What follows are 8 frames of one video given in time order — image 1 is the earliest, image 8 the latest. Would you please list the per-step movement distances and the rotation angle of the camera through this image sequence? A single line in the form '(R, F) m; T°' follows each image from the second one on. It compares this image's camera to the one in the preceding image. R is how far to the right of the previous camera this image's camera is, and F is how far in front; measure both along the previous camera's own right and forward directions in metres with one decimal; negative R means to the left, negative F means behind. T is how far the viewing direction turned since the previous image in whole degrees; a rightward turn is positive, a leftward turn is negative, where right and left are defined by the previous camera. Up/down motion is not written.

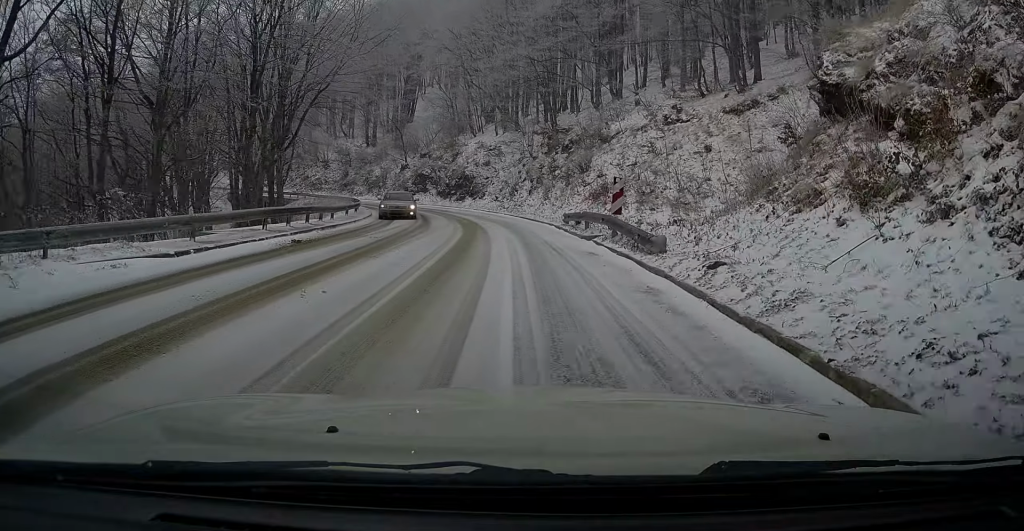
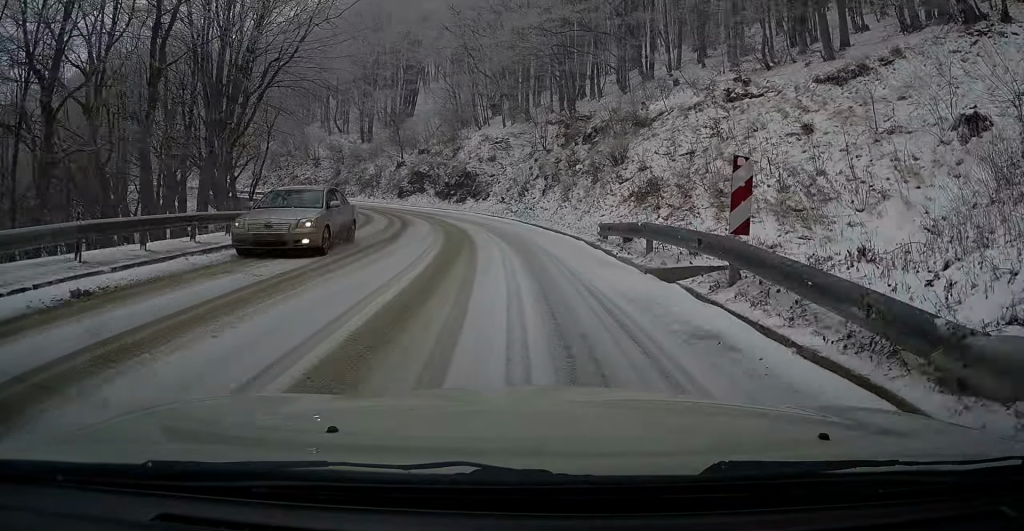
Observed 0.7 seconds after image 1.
(0.0, +7.9) m; 0°
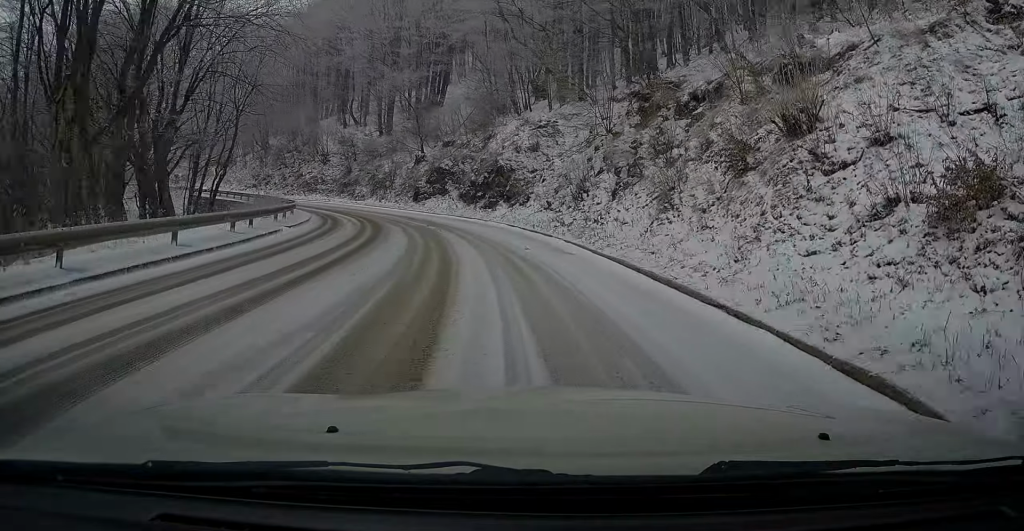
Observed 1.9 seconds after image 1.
(-0.1, +13.1) m; 0°
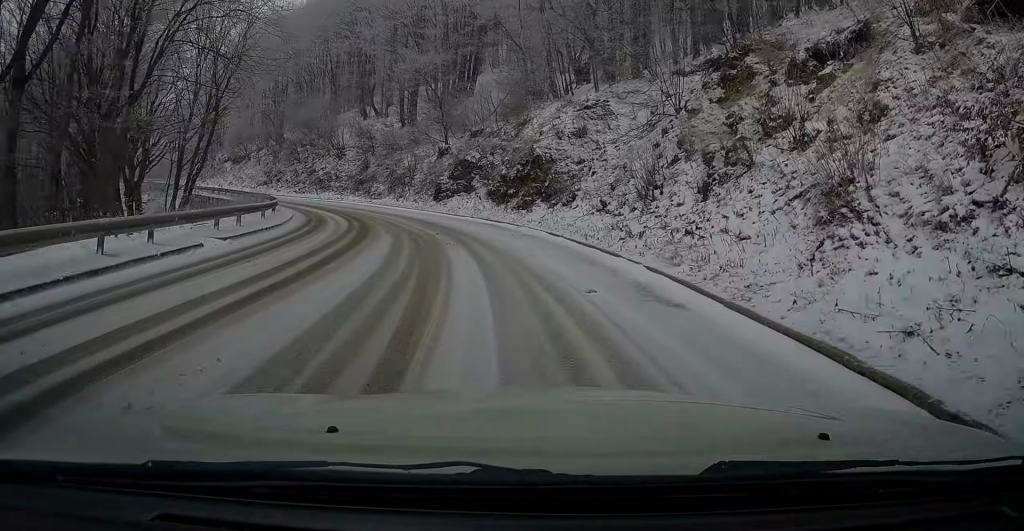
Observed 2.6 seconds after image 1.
(-0.1, +7.6) m; 0°
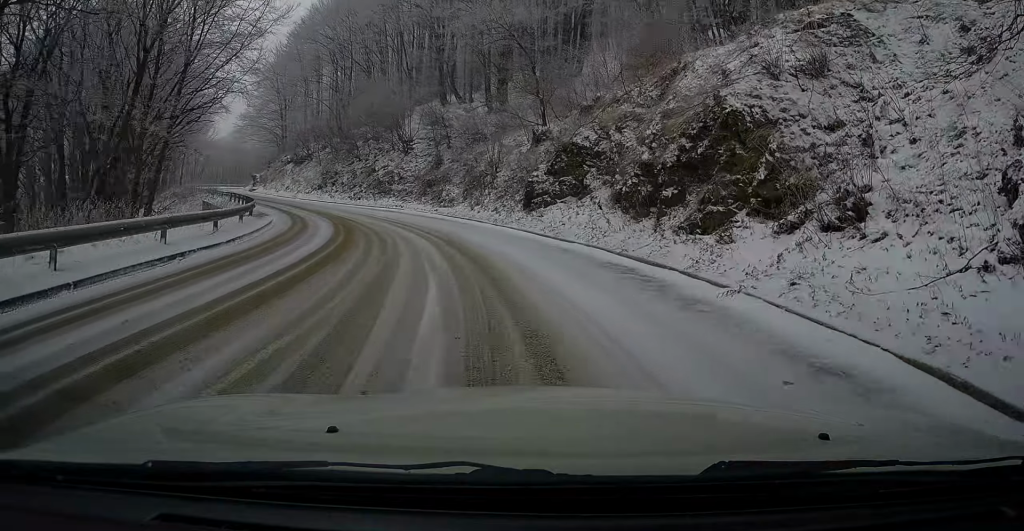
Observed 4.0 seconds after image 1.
(-0.2, +16.9) m; -4°
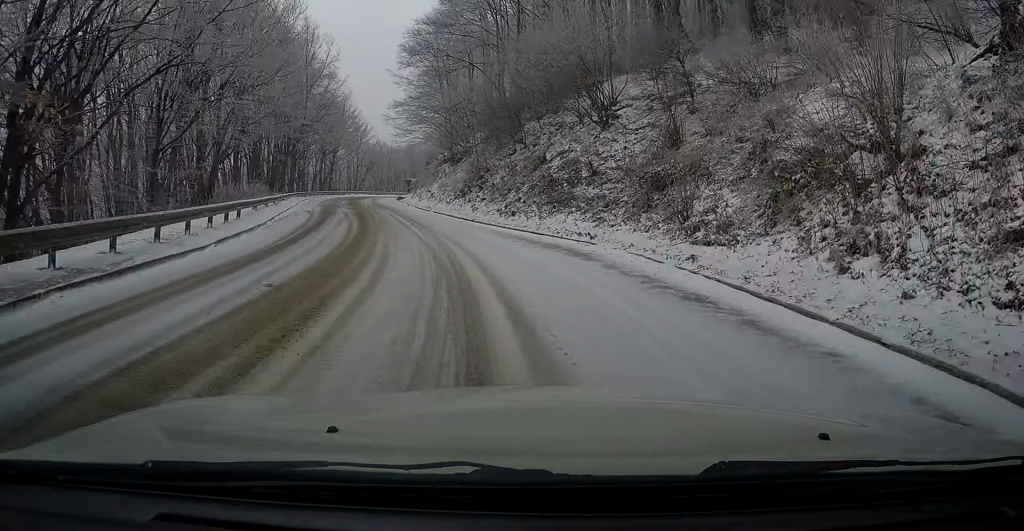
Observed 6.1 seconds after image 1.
(-3.2, +25.1) m; -18°
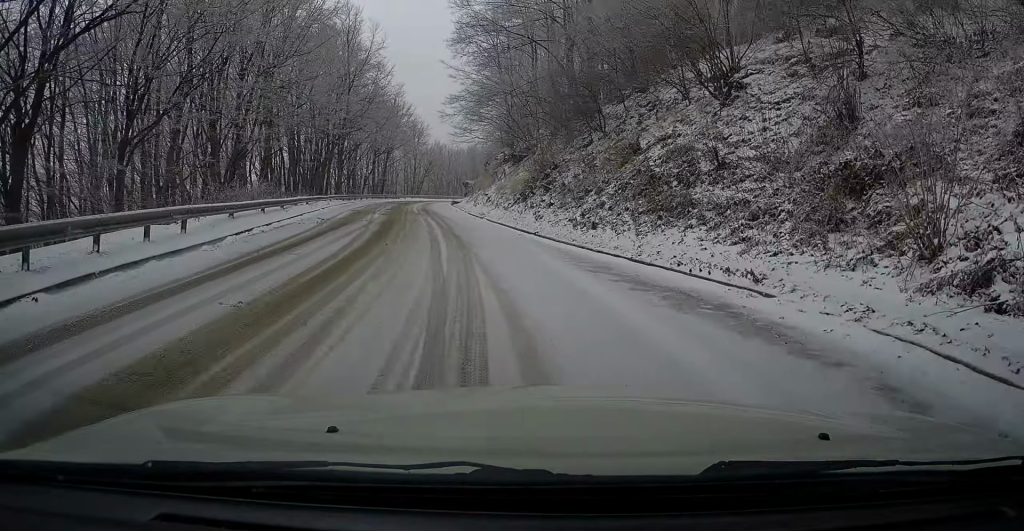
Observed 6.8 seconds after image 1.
(-0.4, +8.1) m; -7°
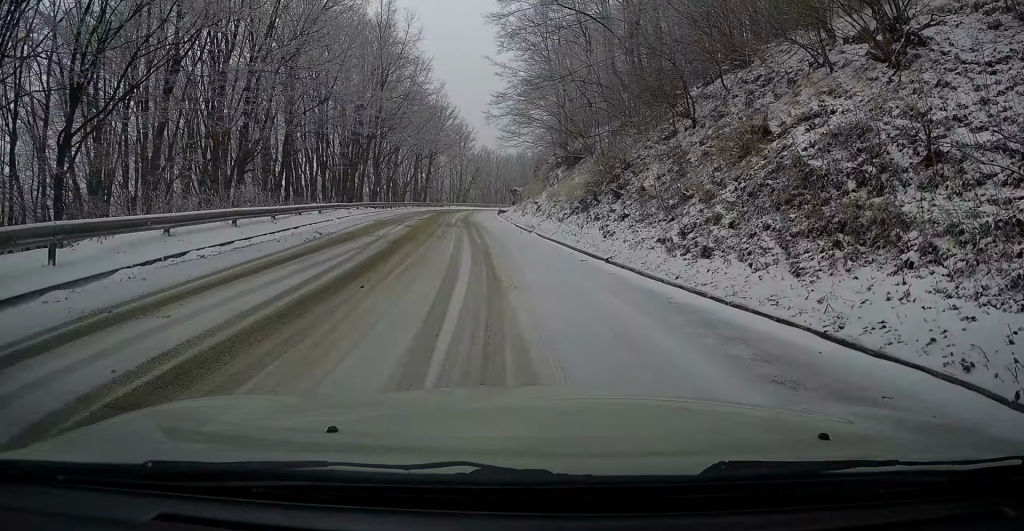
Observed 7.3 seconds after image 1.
(-0.5, +6.5) m; -4°
